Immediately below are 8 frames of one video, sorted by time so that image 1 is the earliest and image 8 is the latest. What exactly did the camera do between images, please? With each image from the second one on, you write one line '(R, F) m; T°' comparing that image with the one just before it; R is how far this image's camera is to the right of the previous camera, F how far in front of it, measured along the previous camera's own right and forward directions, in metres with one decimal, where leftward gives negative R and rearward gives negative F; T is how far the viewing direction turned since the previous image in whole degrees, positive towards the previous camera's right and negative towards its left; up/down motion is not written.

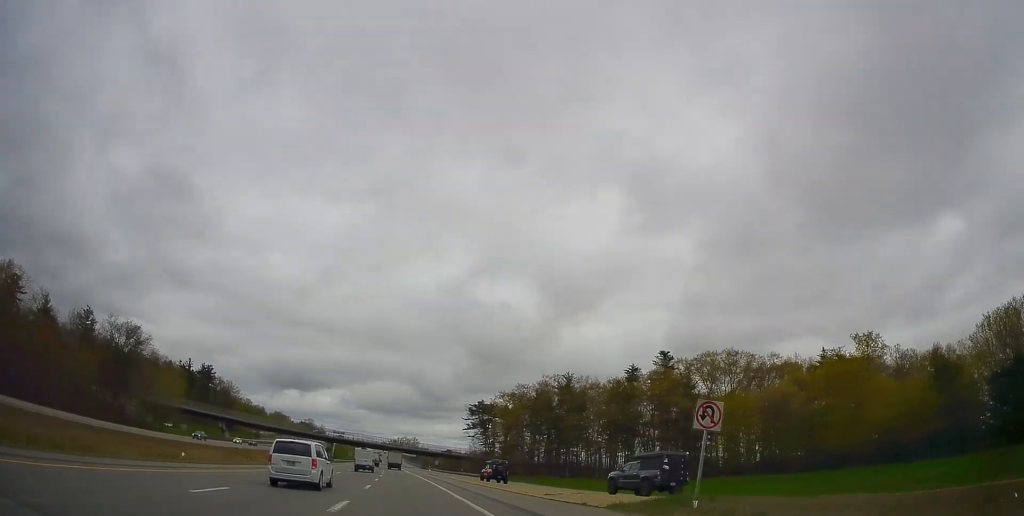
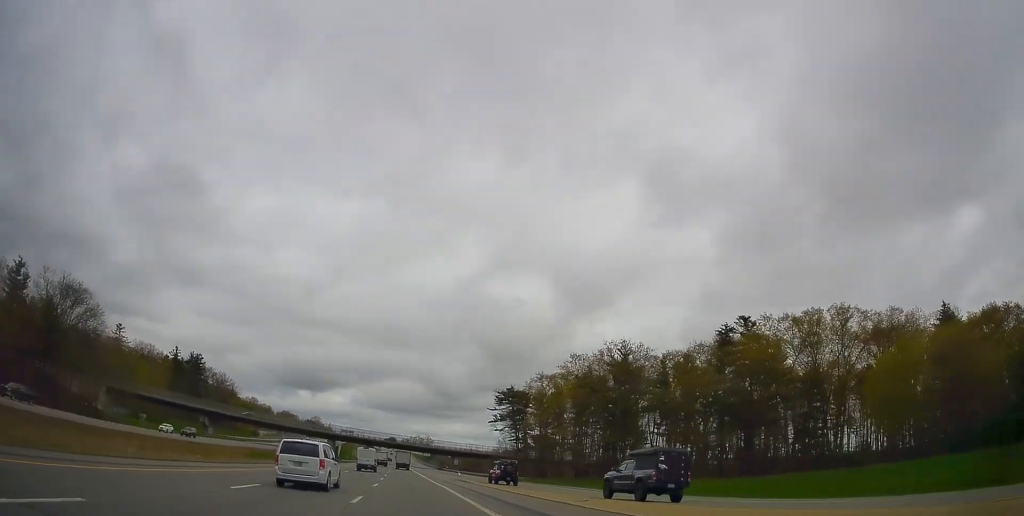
(-1.1, +33.0) m; -3°
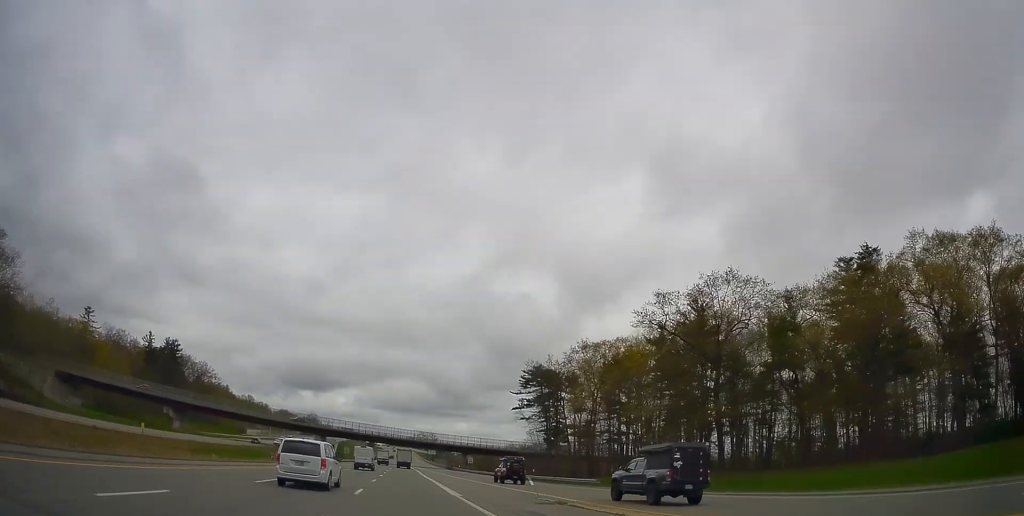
(-0.4, +32.3) m; -2°
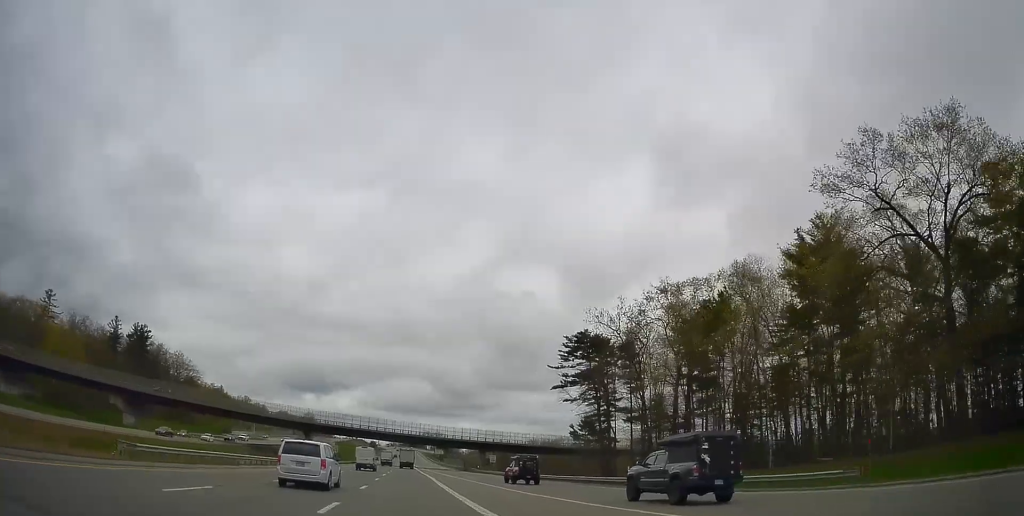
(-0.4, +33.1) m; -1°
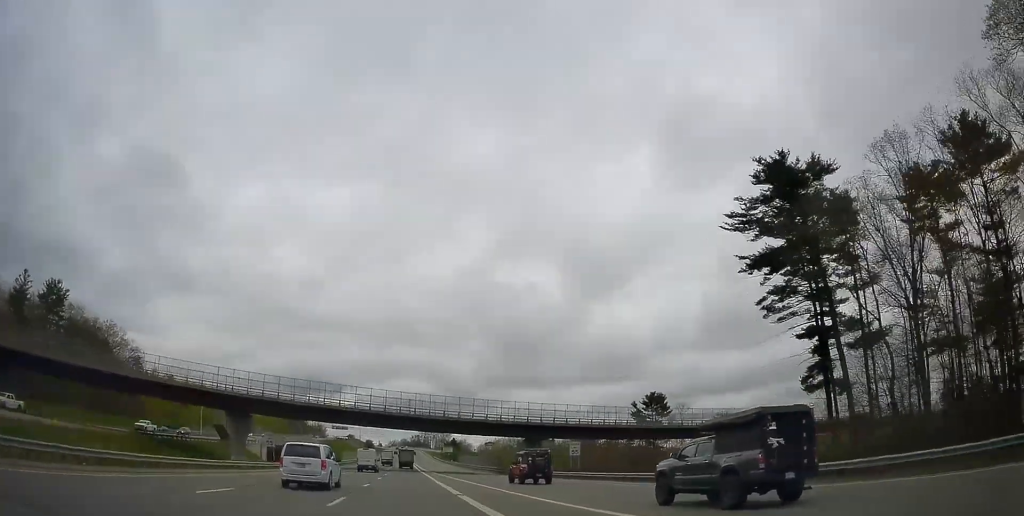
(0.0, +58.5) m; -1°
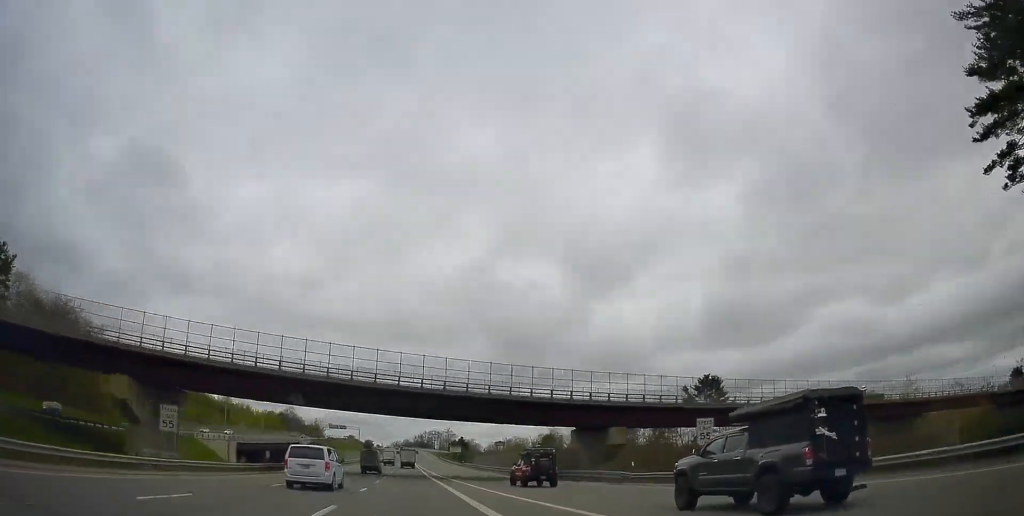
(-0.3, +28.0) m; -1°
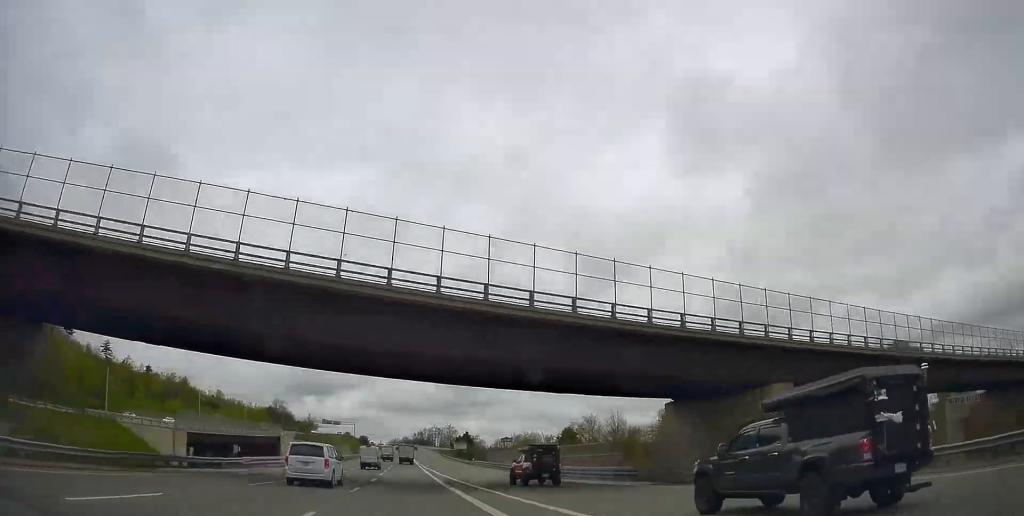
(-0.1, +27.1) m; 0°
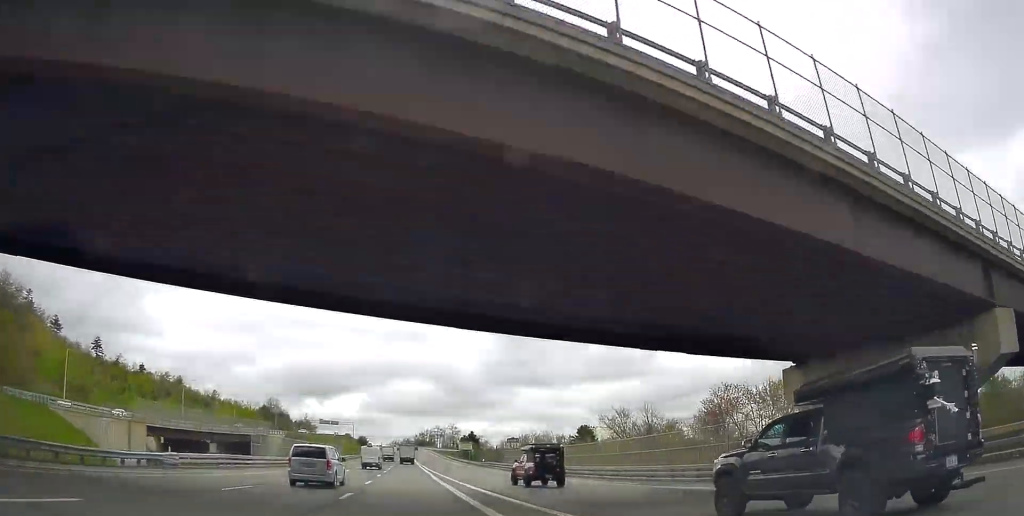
(0.0, +15.4) m; 0°
